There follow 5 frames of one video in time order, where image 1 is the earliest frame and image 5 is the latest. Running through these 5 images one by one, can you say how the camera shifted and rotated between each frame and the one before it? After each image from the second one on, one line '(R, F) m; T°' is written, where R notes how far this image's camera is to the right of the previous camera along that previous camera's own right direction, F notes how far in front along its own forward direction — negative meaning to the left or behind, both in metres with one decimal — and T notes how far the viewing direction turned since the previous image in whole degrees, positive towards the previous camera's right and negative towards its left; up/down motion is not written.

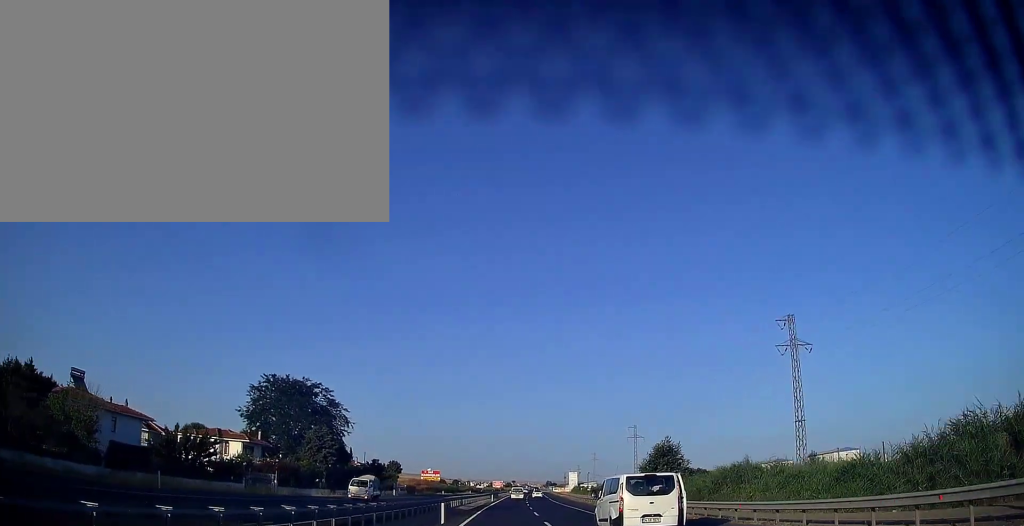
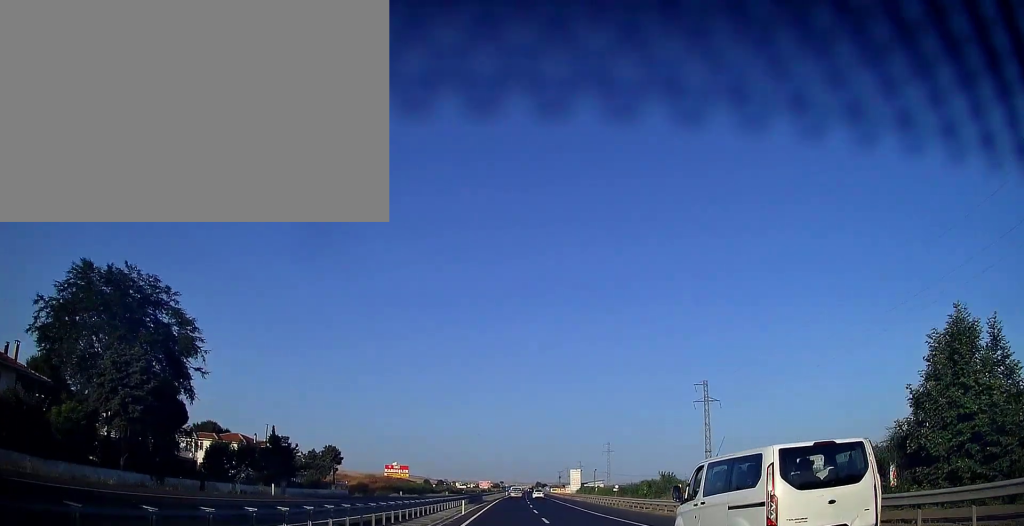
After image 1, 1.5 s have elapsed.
(+0.3, +43.7) m; +1°
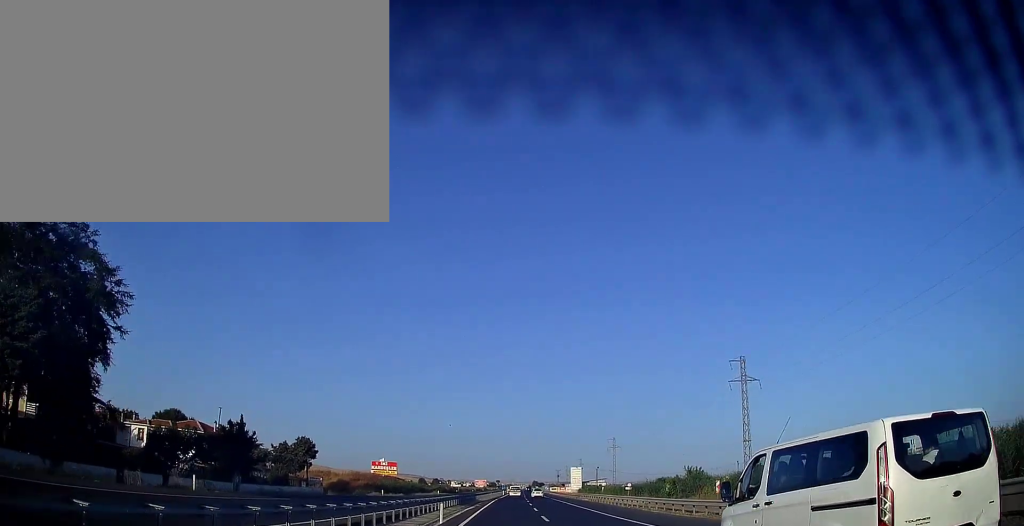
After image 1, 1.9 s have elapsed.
(-0.2, +12.9) m; +1°
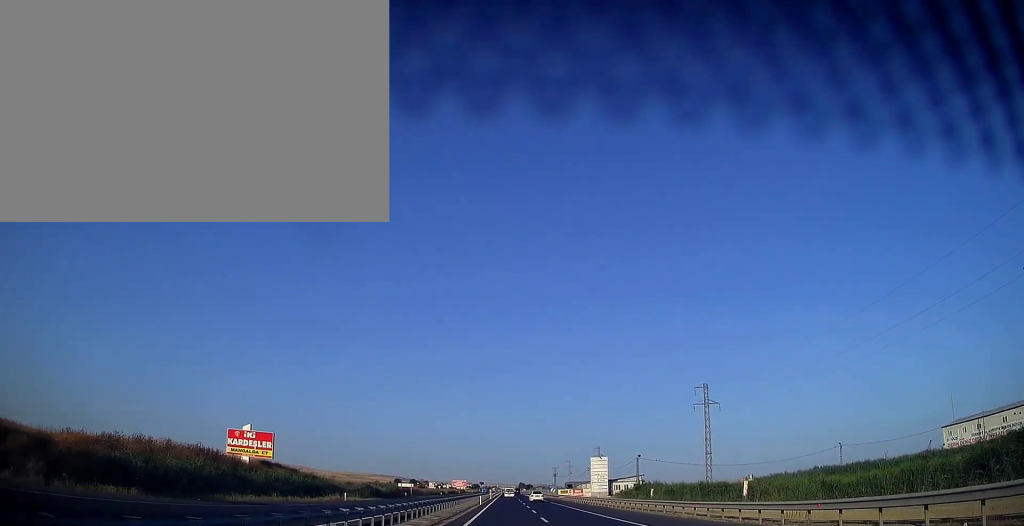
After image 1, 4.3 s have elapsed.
(+0.7, +71.3) m; +1°
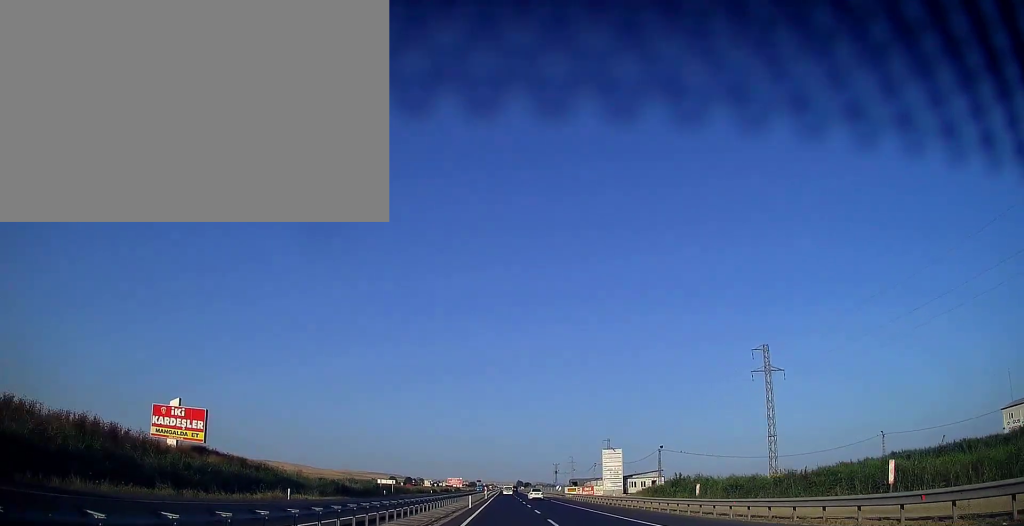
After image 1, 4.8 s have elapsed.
(+0.1, +17.2) m; +1°
